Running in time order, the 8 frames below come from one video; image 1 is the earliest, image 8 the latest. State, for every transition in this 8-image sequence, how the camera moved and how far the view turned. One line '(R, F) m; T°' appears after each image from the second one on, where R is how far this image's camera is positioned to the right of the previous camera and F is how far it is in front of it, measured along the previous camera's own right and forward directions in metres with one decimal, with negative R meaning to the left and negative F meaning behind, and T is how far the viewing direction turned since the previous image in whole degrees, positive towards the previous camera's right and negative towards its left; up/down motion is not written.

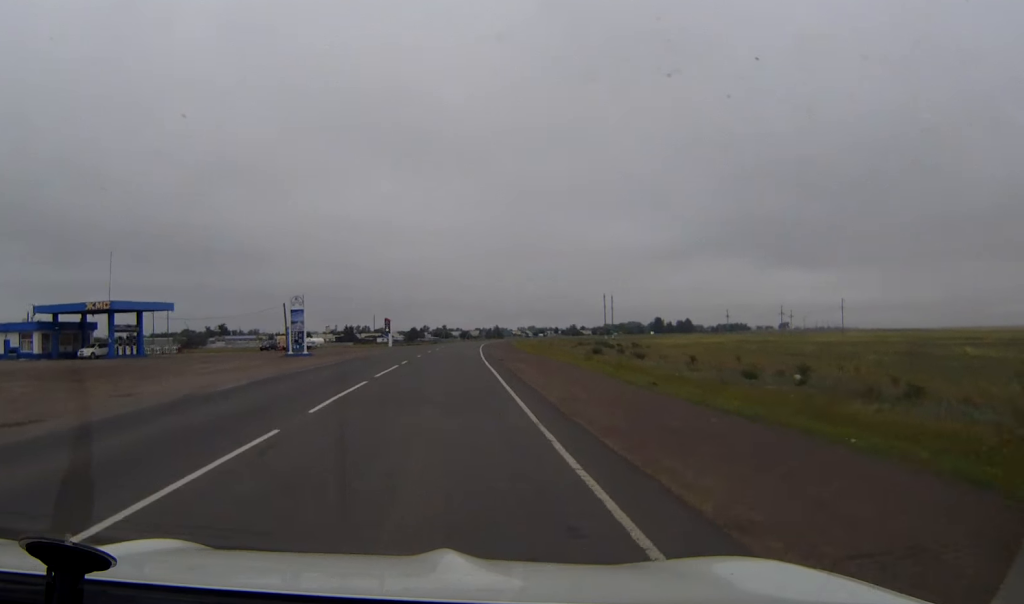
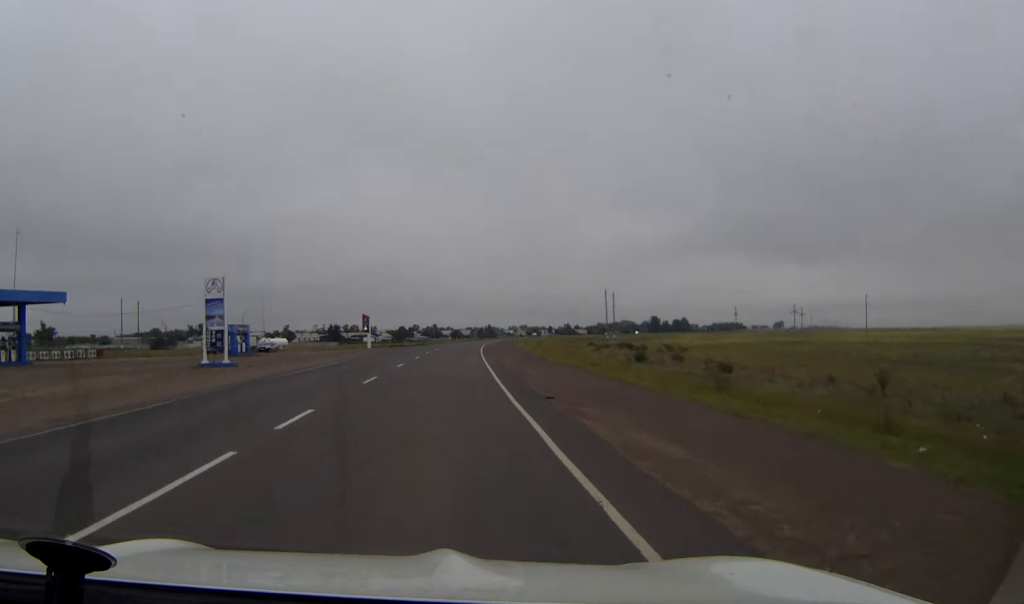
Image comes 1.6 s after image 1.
(+0.2, +26.8) m; +1°
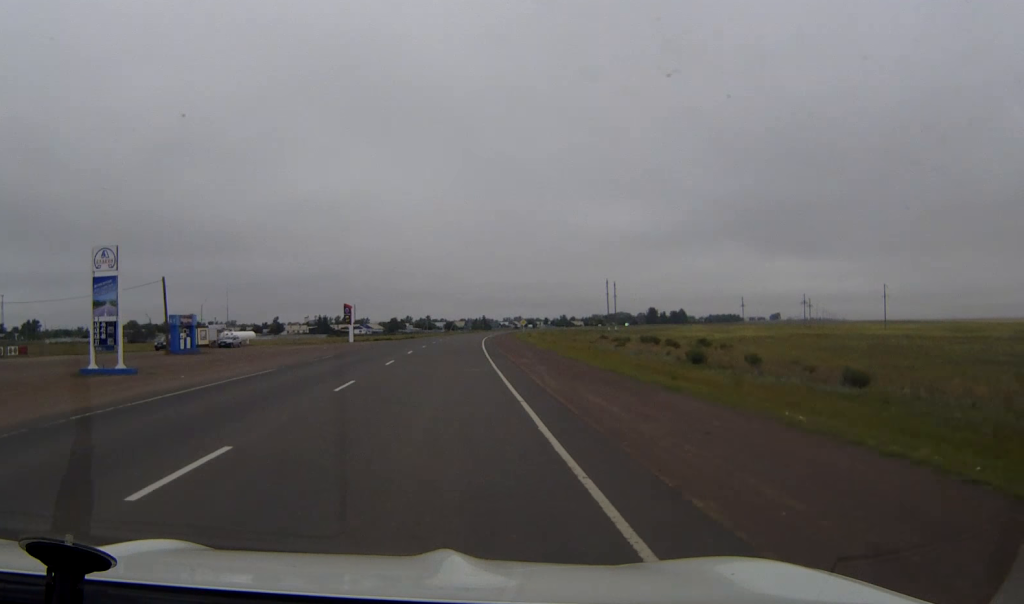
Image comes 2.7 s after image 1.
(0.0, +18.0) m; 0°
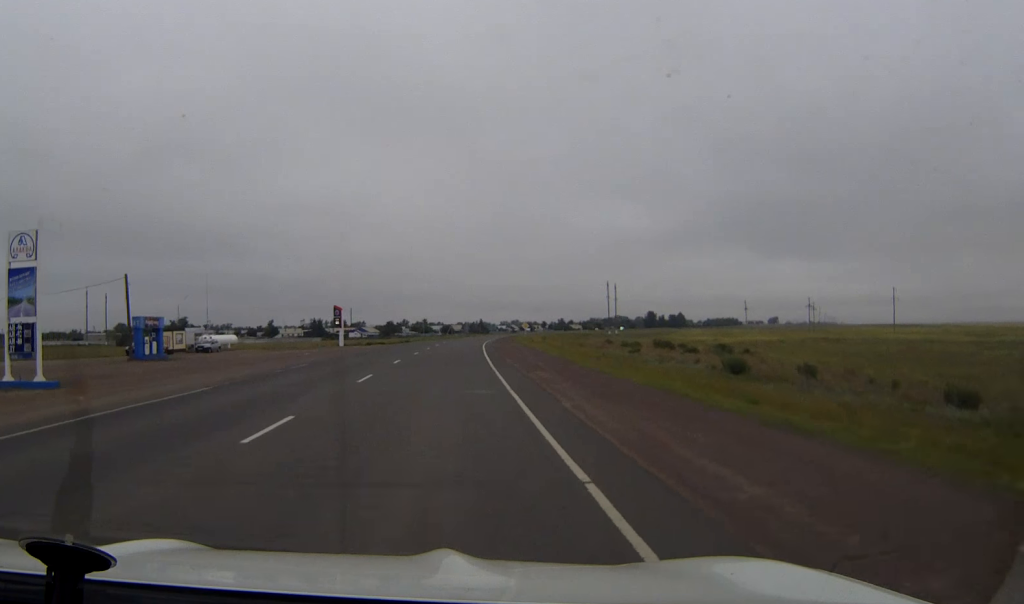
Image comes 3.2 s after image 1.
(0.0, +8.4) m; 0°
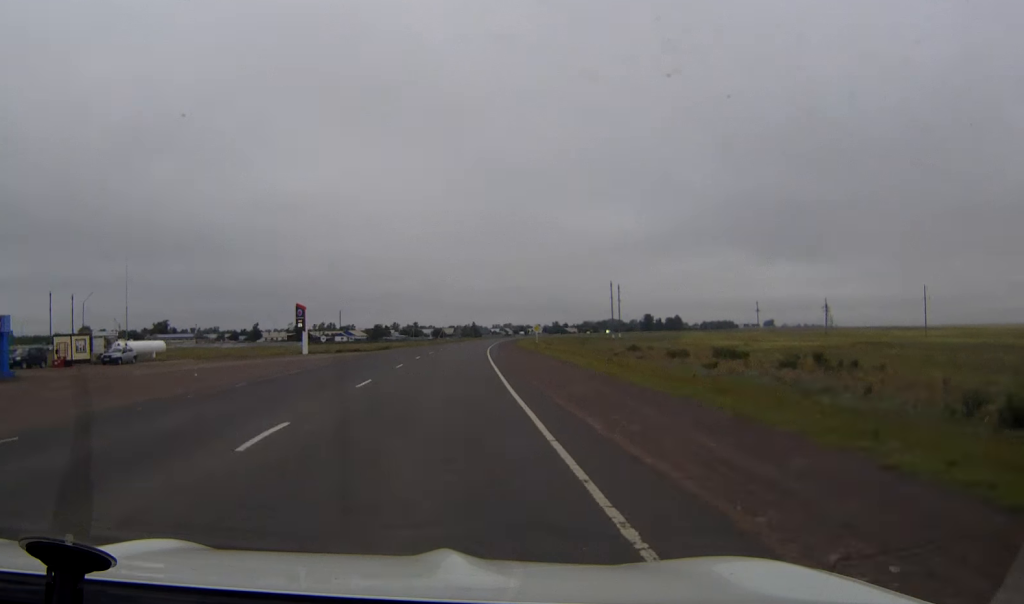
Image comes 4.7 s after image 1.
(+0.1, +25.2) m; +1°
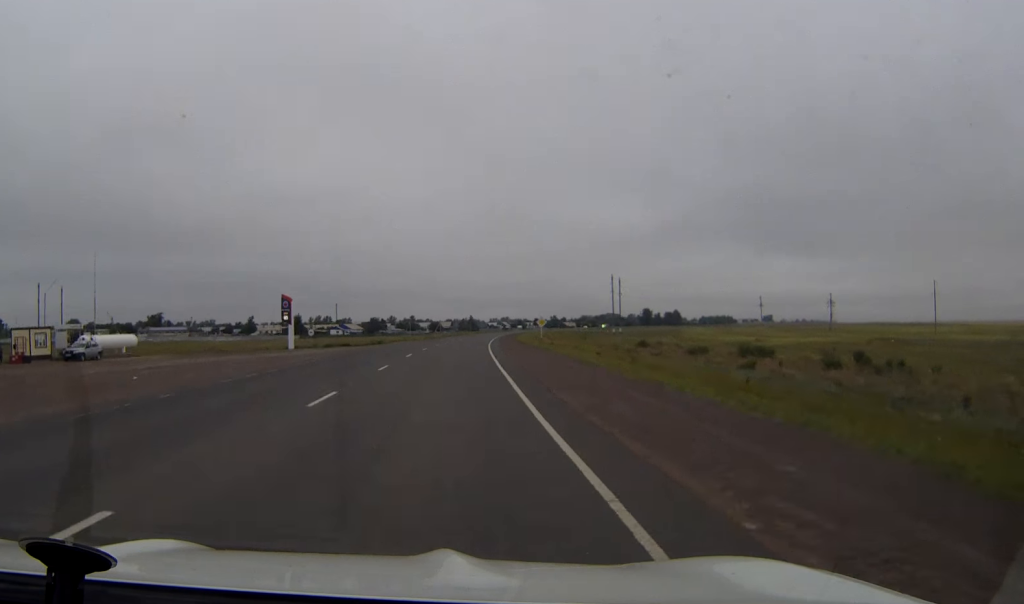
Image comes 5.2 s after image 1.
(0.0, +7.0) m; 0°
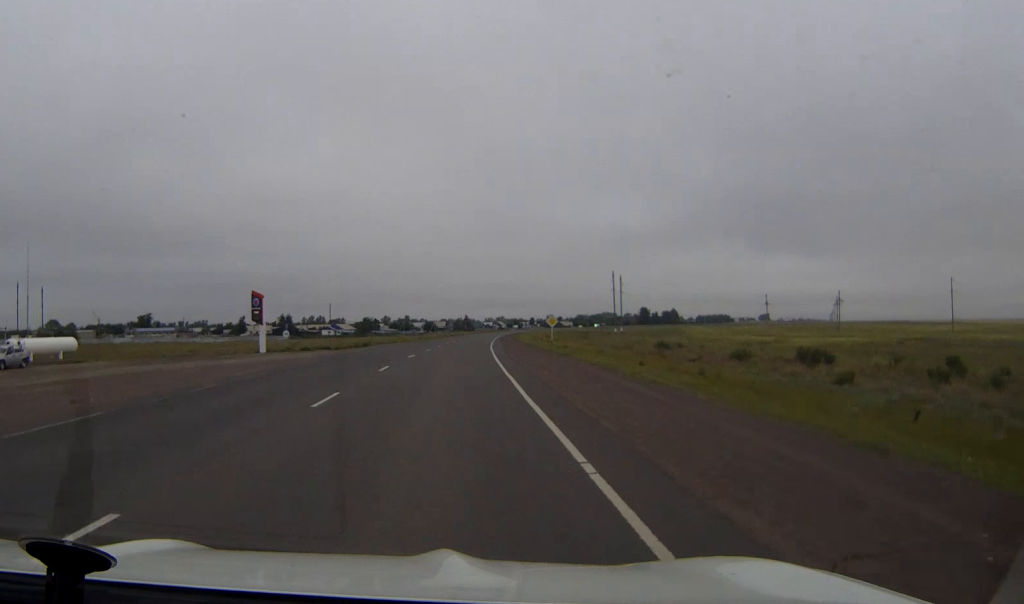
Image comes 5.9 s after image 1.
(0.0, +11.8) m; 0°
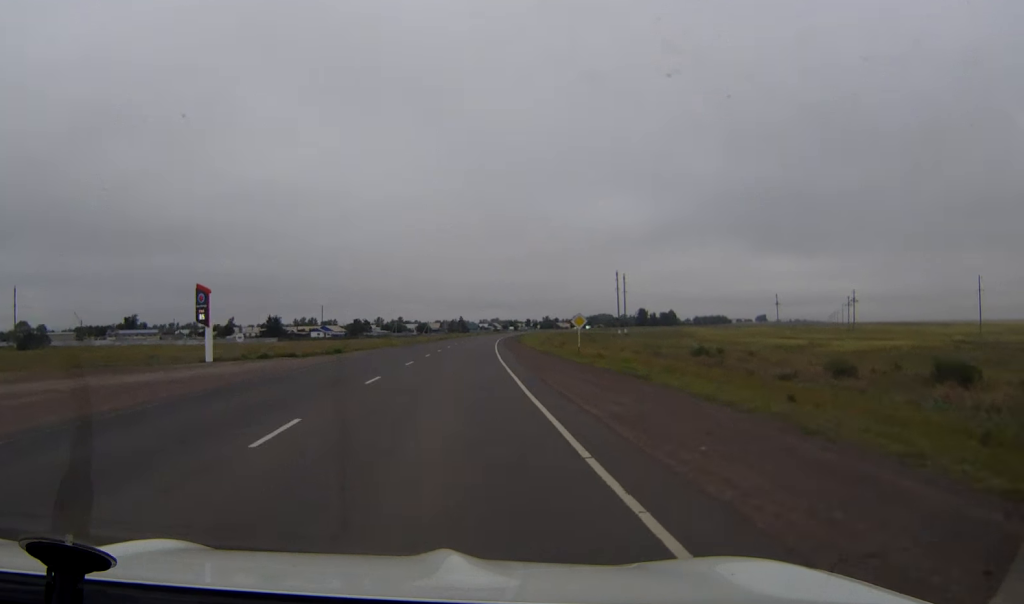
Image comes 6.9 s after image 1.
(+0.1, +17.4) m; +1°
